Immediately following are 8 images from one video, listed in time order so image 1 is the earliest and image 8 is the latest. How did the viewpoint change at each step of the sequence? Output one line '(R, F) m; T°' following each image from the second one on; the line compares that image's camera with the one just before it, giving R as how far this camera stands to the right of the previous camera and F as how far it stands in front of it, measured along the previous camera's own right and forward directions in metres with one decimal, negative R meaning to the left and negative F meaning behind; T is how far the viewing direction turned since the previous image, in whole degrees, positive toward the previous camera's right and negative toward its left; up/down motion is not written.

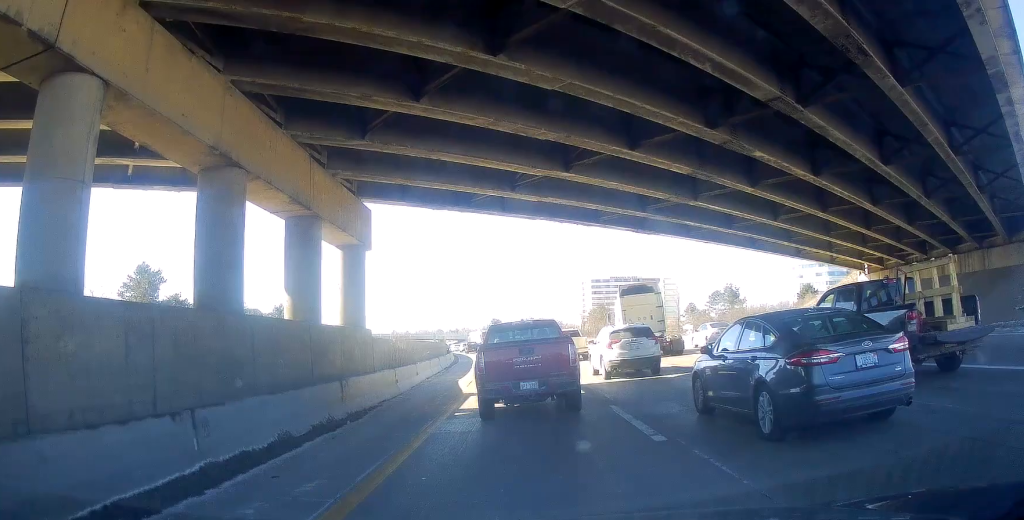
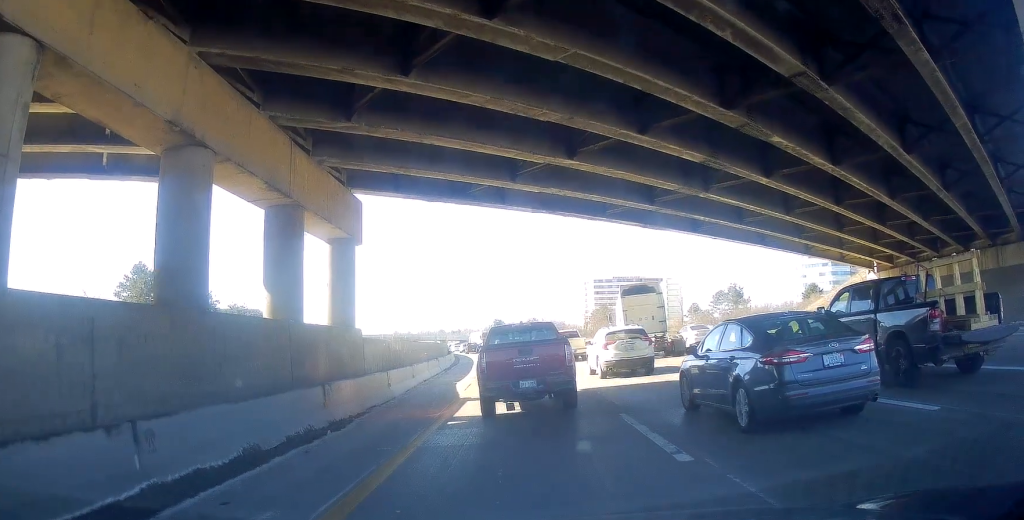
(0.0, +1.5) m; 0°
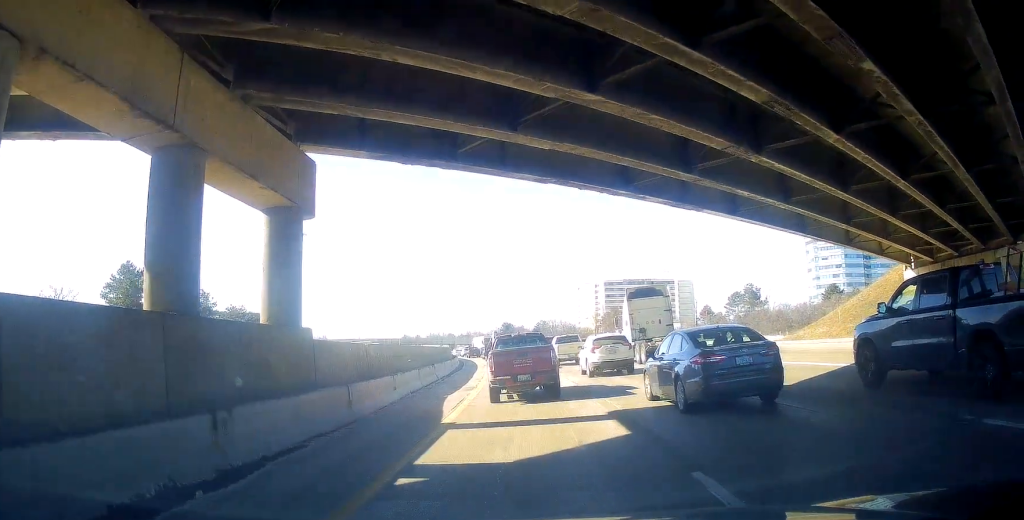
(0.0, +5.6) m; +1°
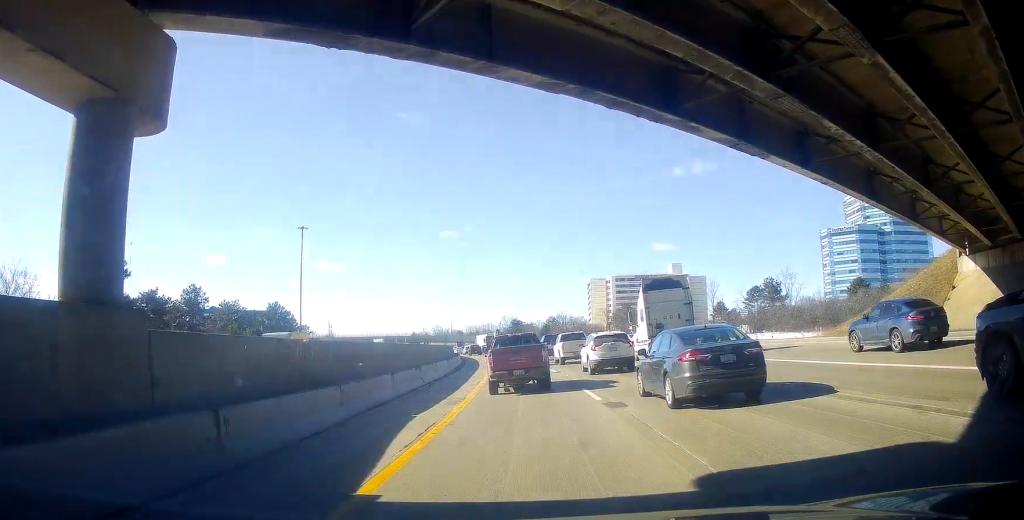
(+0.3, +6.0) m; +3°
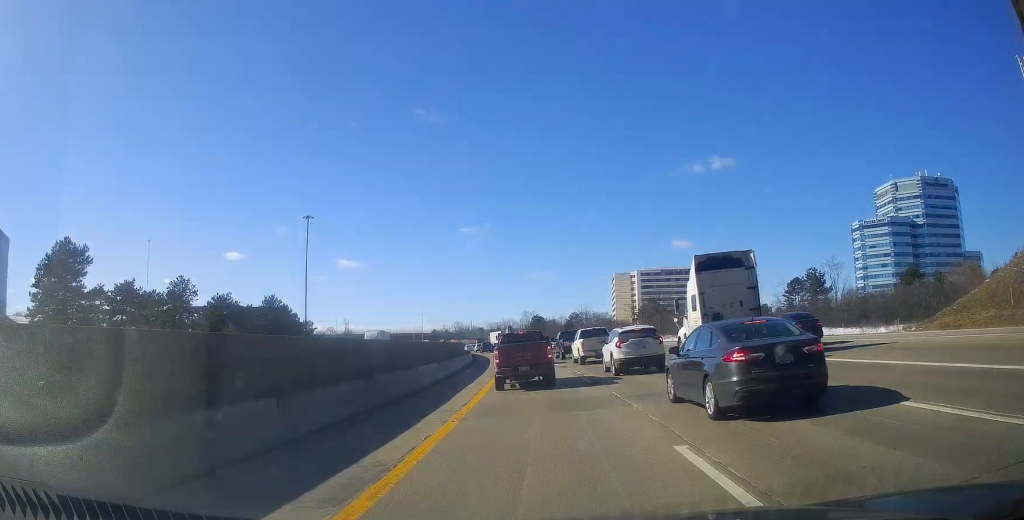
(-0.7, +10.3) m; -6°
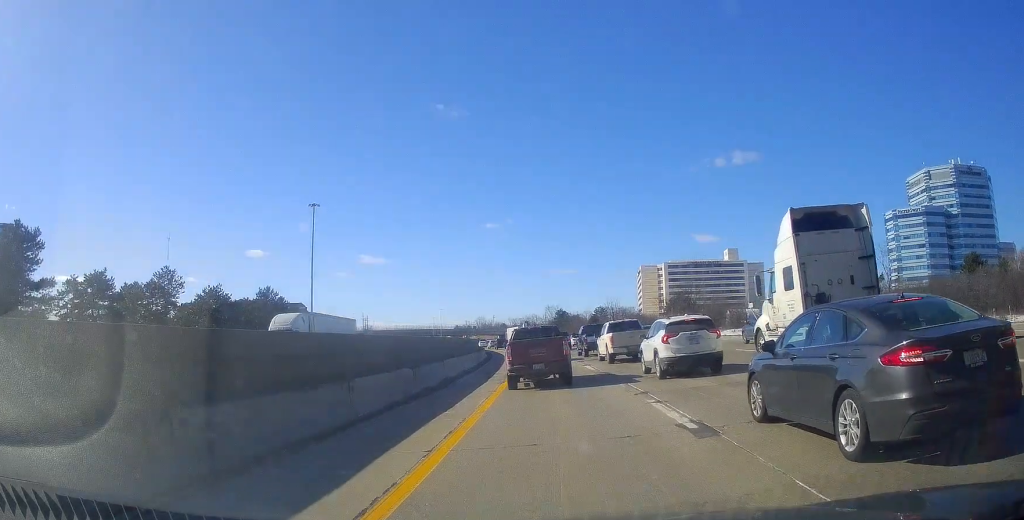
(0.0, +10.8) m; -6°
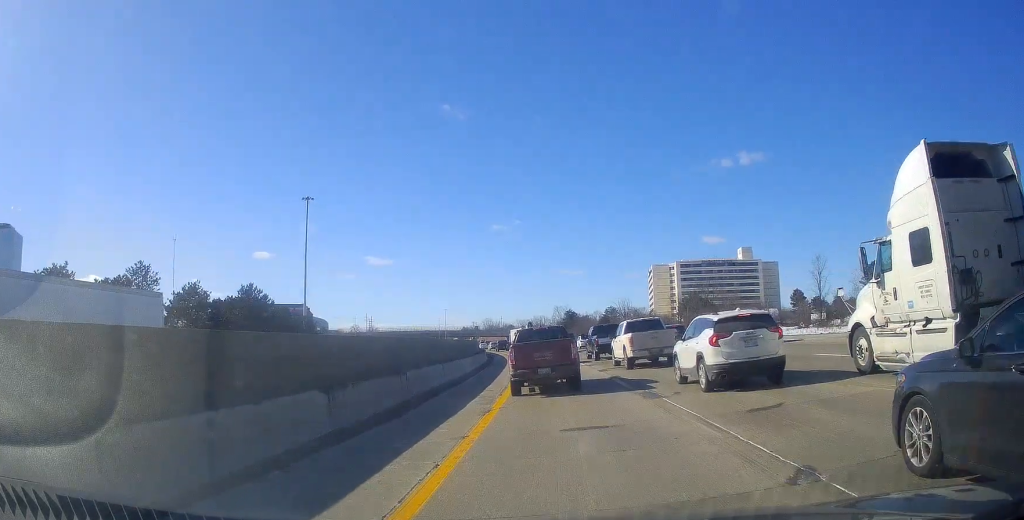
(-1.1, +9.0) m; -5°
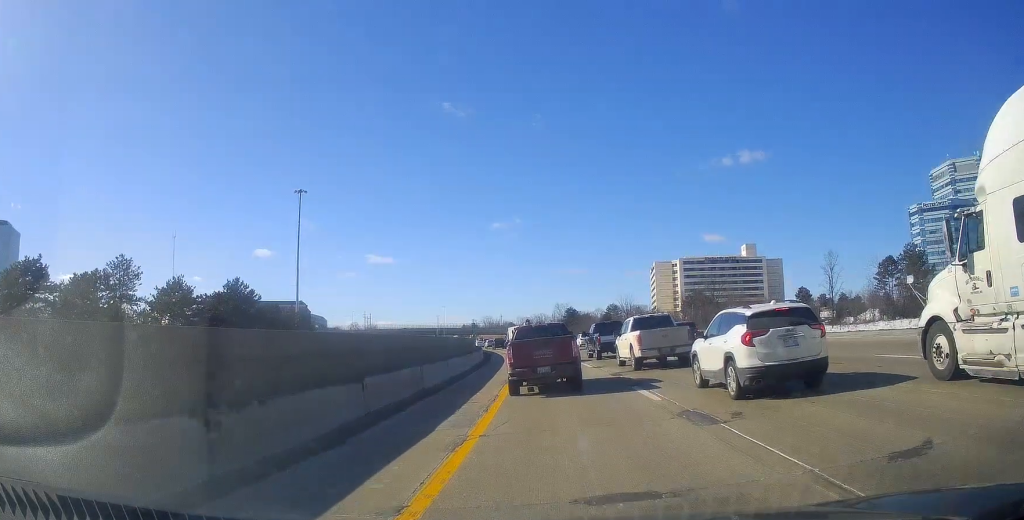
(0.0, +4.6) m; +4°
